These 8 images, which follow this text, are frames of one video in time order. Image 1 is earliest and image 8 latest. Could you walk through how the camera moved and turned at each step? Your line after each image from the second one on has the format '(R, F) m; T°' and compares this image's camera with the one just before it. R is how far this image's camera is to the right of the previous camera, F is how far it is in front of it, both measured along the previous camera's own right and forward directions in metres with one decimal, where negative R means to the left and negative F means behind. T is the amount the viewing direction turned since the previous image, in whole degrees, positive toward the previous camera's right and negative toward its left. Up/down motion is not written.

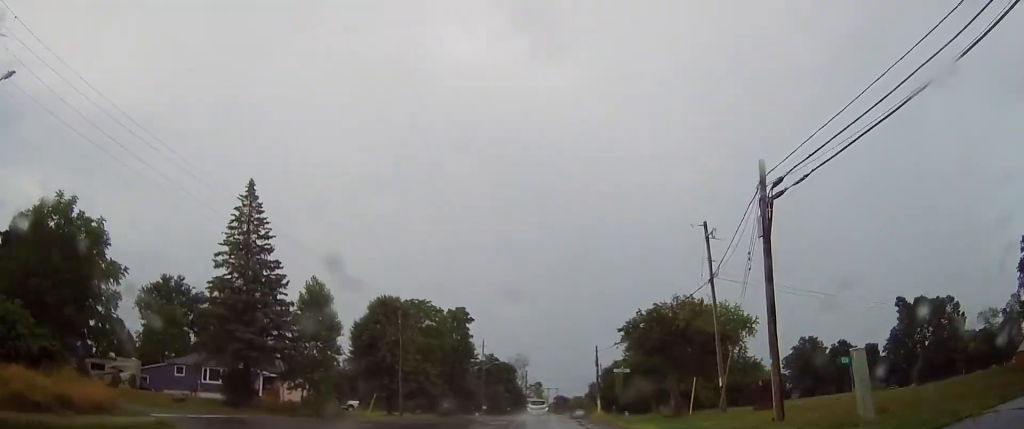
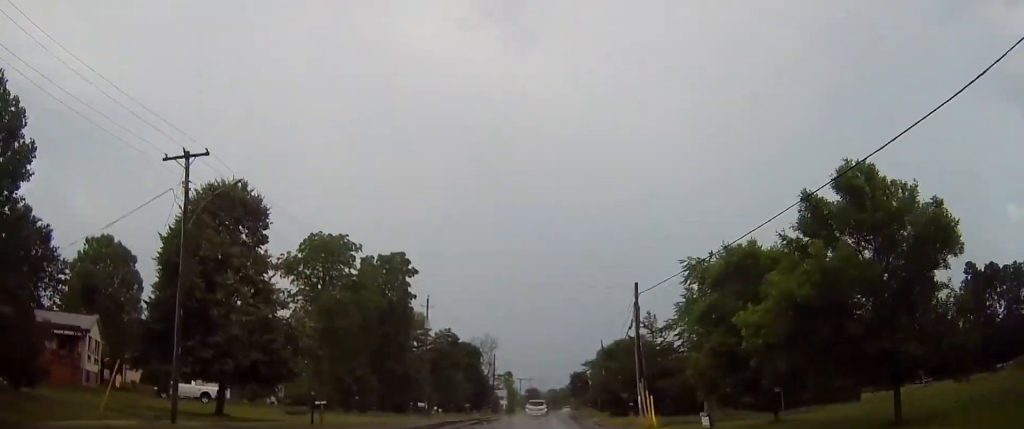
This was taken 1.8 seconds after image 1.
(+0.2, +35.6) m; +2°
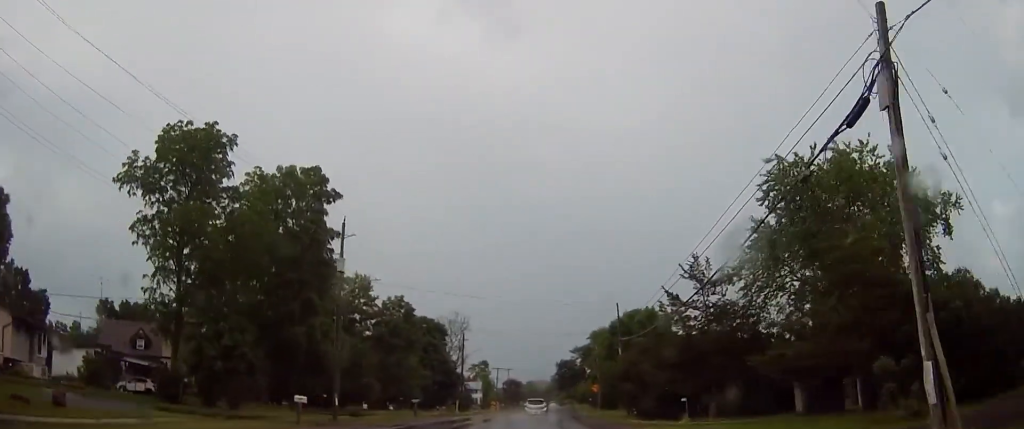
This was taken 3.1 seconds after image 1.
(+1.0, +25.8) m; +3°
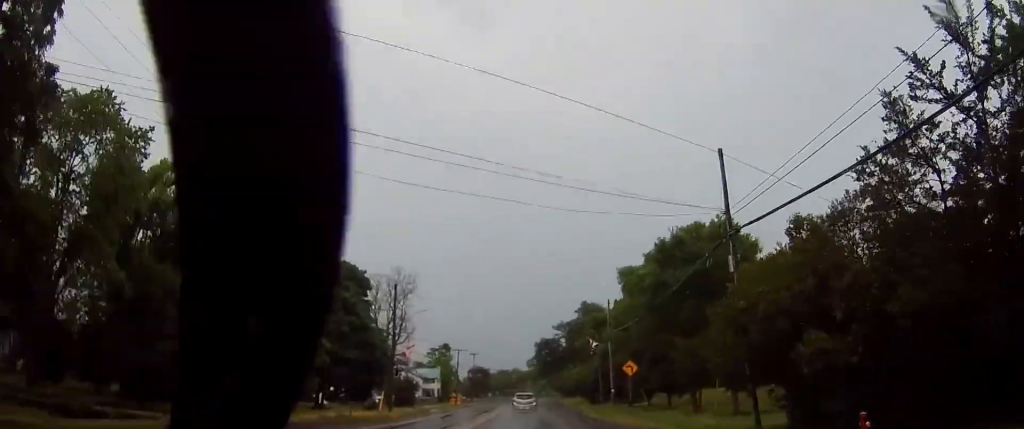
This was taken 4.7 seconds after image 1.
(+0.4, +32.3) m; +1°
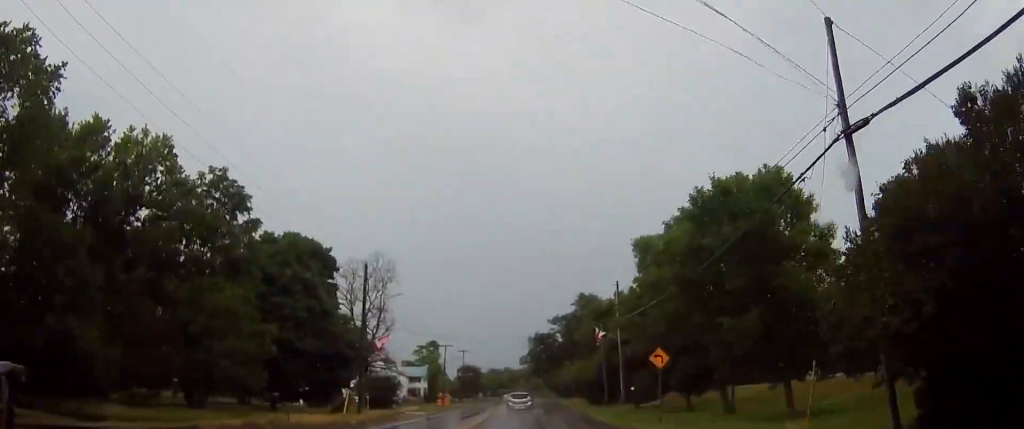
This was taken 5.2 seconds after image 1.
(0.0, +8.5) m; 0°
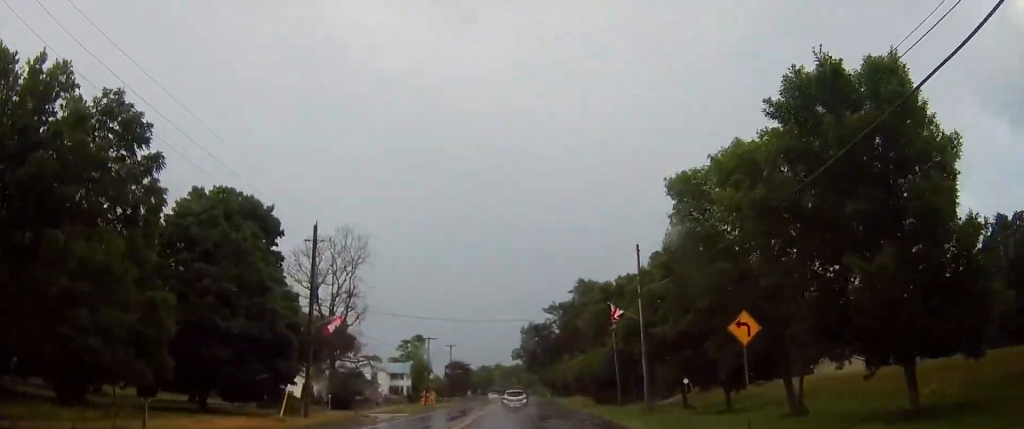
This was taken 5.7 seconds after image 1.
(0.0, +10.4) m; 0°
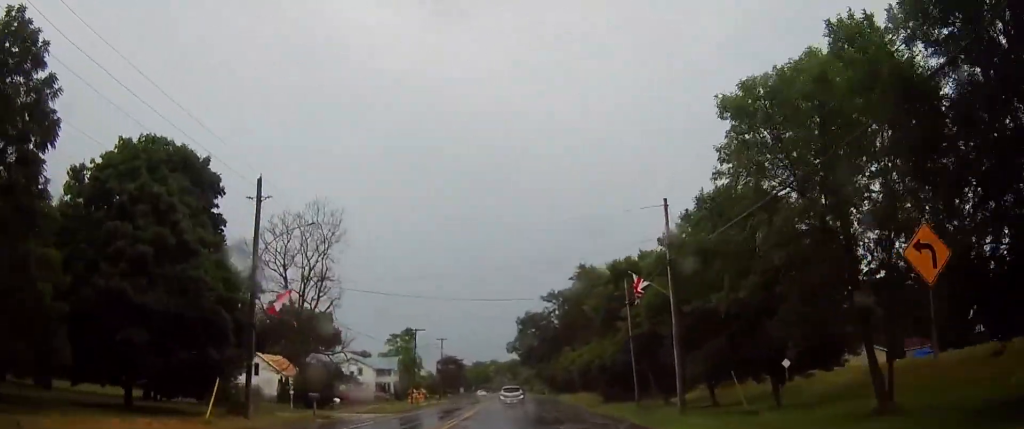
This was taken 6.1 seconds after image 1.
(0.0, +7.7) m; 0°
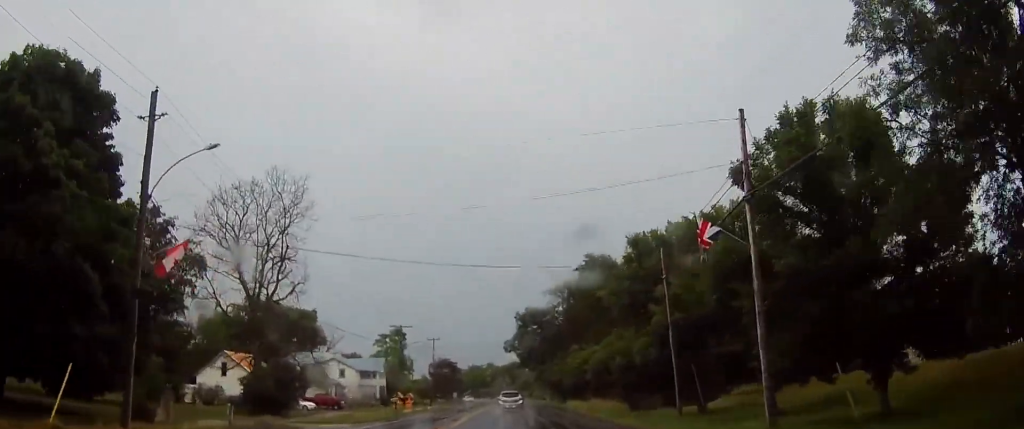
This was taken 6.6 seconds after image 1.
(0.0, +9.6) m; 0°
